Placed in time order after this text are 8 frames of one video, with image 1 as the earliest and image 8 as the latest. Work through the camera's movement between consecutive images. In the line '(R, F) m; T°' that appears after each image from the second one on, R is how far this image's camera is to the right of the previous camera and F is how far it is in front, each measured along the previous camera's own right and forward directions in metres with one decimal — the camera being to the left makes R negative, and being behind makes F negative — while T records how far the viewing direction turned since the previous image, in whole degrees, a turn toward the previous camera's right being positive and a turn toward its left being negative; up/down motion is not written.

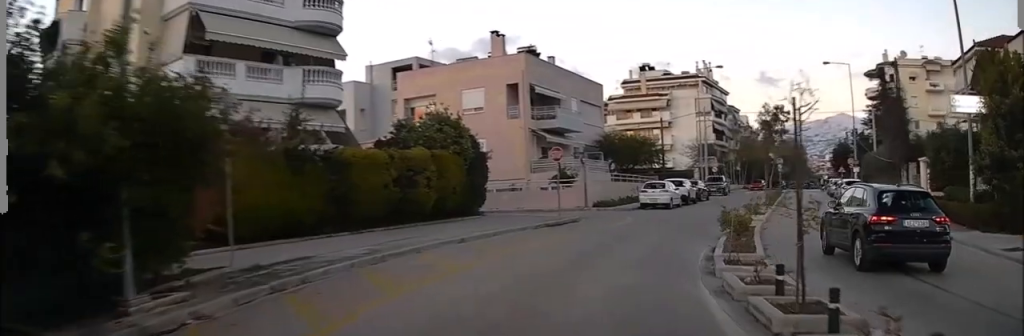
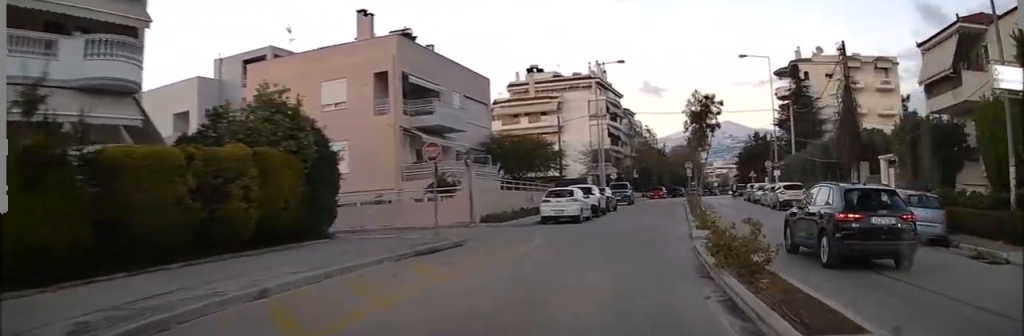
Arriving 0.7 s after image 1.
(+0.6, +8.0) m; +8°
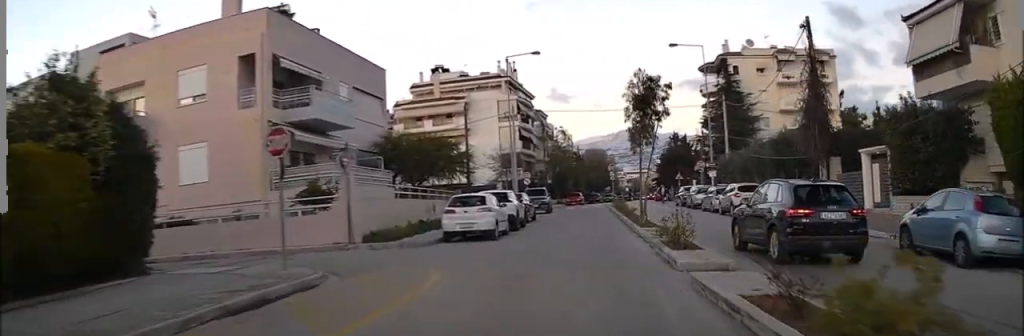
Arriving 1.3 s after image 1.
(+0.4, +6.7) m; +6°
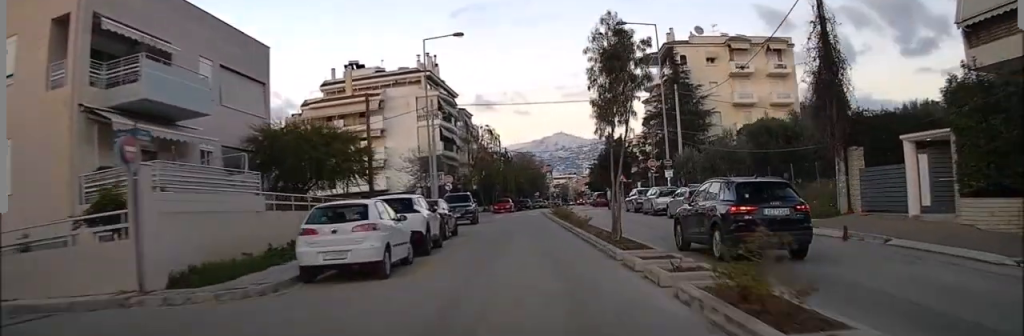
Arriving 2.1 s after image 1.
(+0.7, +8.8) m; +8°
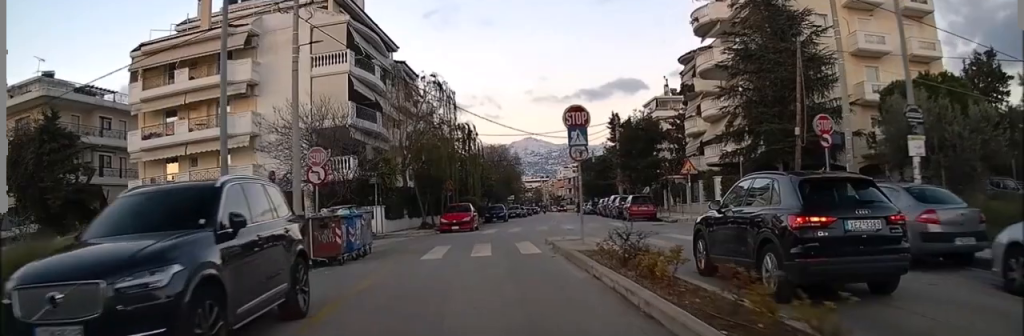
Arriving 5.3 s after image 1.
(+4.1, +29.4) m; +11°
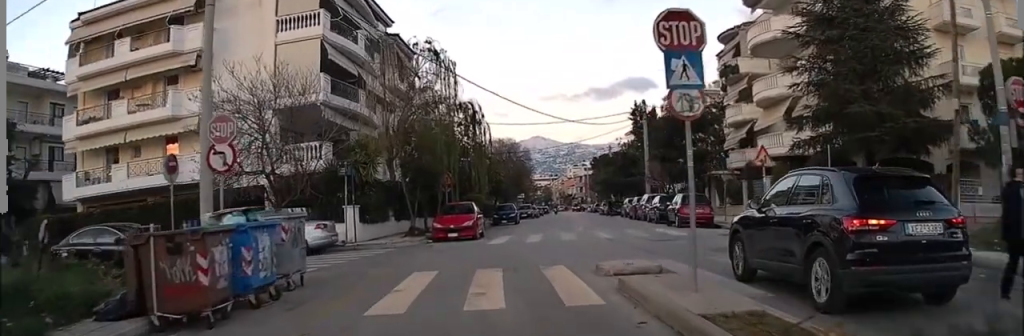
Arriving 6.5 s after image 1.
(+0.3, +8.6) m; +4°
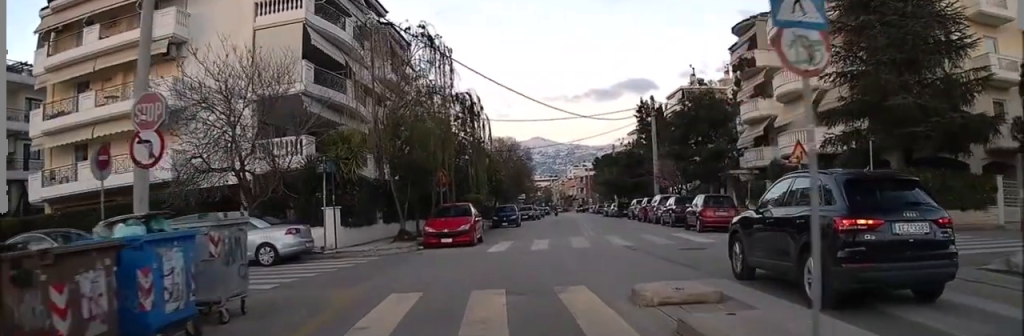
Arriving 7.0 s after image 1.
(+0.2, +3.1) m; +1°
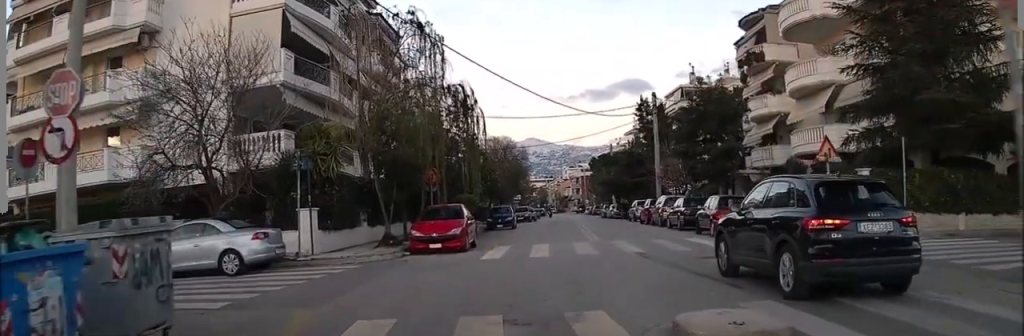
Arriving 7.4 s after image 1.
(-0.1, +2.1) m; -2°
